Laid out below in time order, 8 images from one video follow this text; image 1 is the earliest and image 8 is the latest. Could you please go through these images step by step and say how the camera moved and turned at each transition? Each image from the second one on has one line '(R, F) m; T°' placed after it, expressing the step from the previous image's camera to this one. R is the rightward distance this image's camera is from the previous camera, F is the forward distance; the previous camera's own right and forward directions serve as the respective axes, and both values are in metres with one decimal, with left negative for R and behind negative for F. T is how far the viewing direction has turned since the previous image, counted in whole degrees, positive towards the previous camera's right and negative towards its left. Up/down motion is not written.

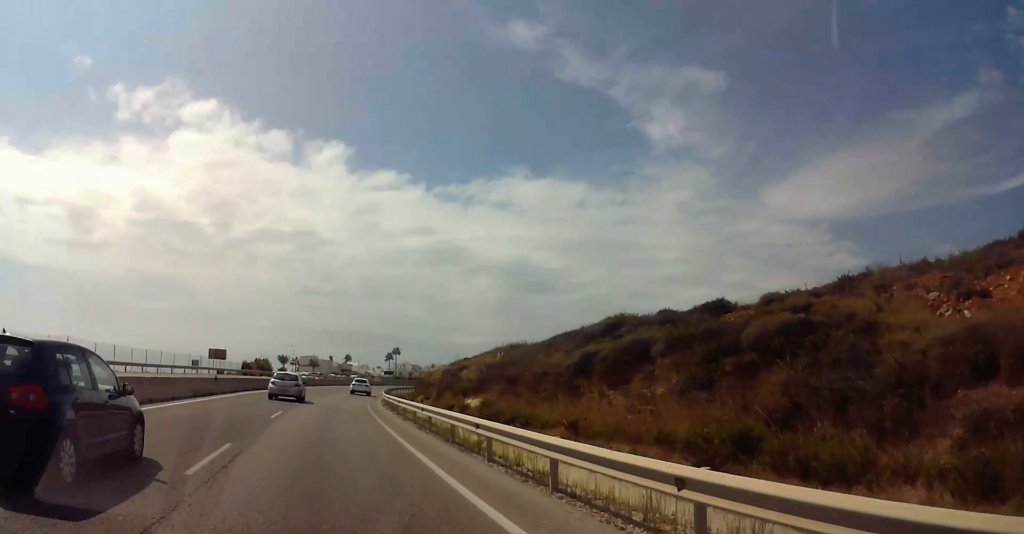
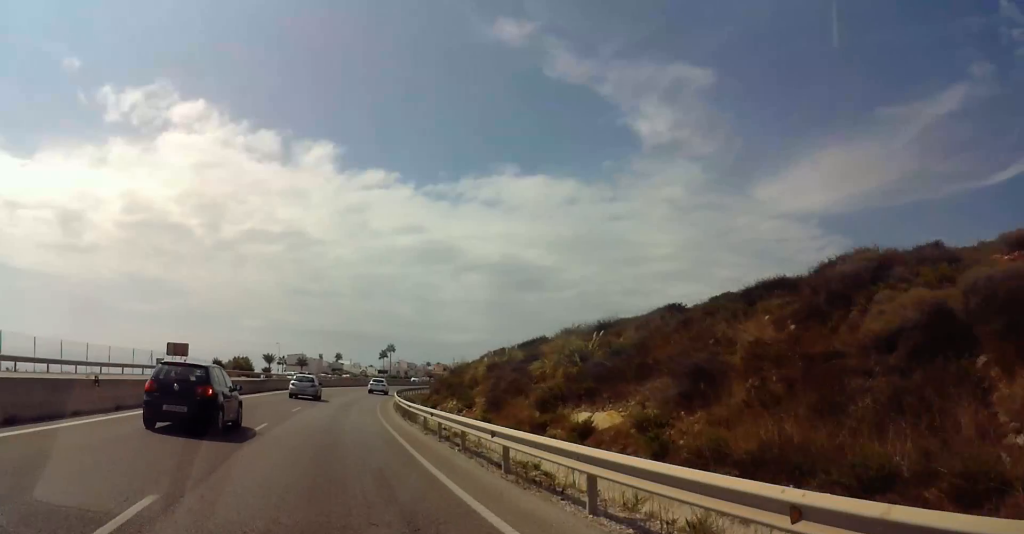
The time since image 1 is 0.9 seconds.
(0.0, +18.0) m; 0°
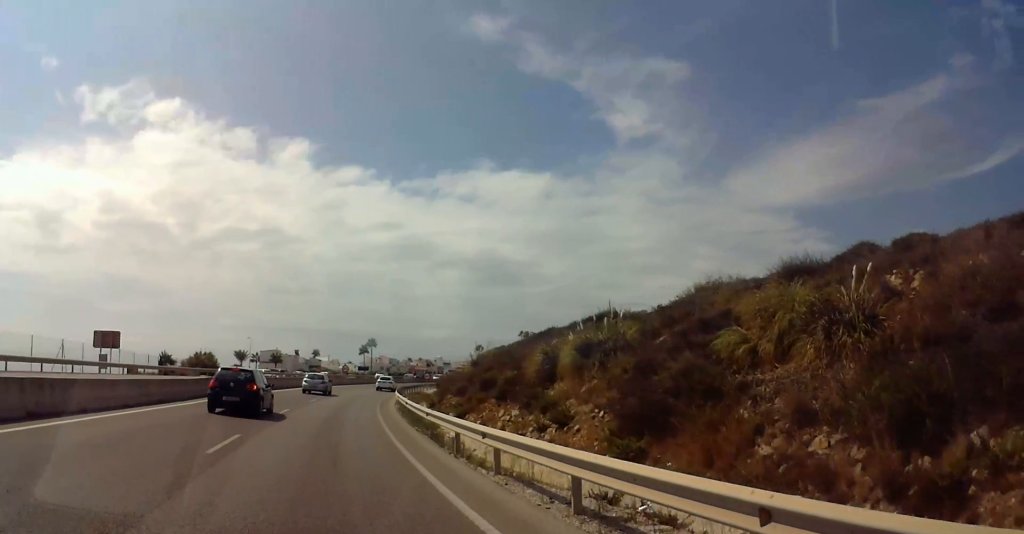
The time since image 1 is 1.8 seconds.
(0.0, +16.8) m; 0°
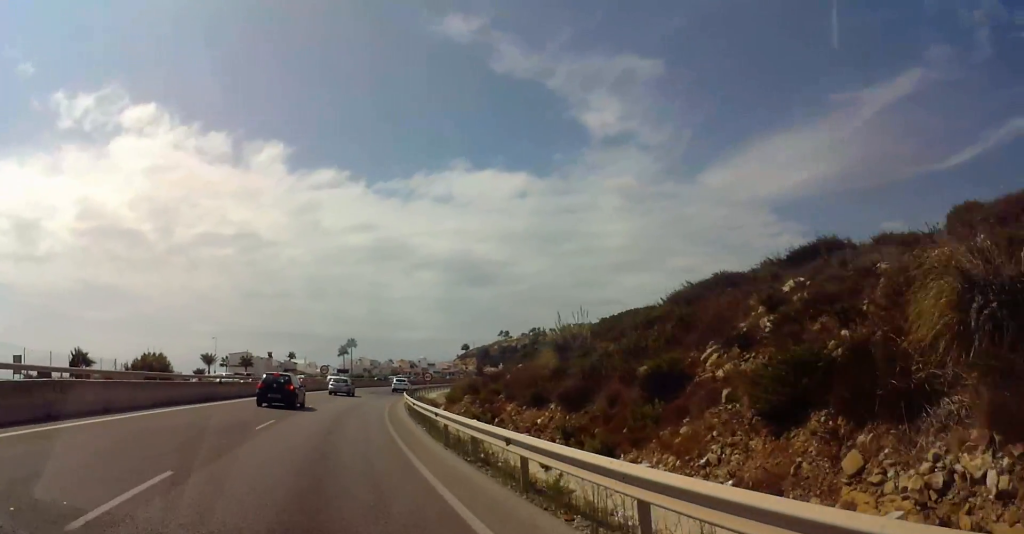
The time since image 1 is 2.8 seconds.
(0.0, +18.6) m; +5°
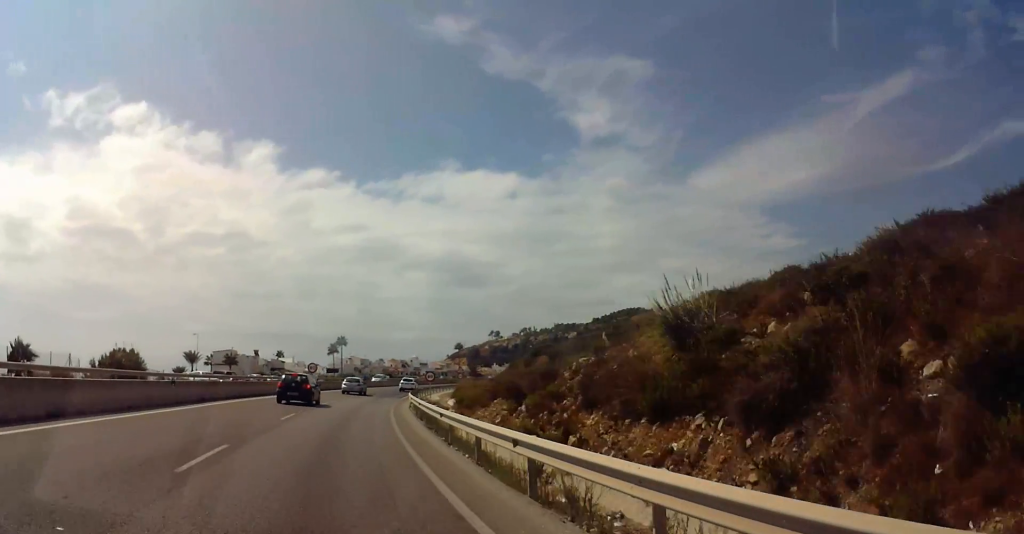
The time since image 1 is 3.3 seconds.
(0.0, +8.7) m; +3°
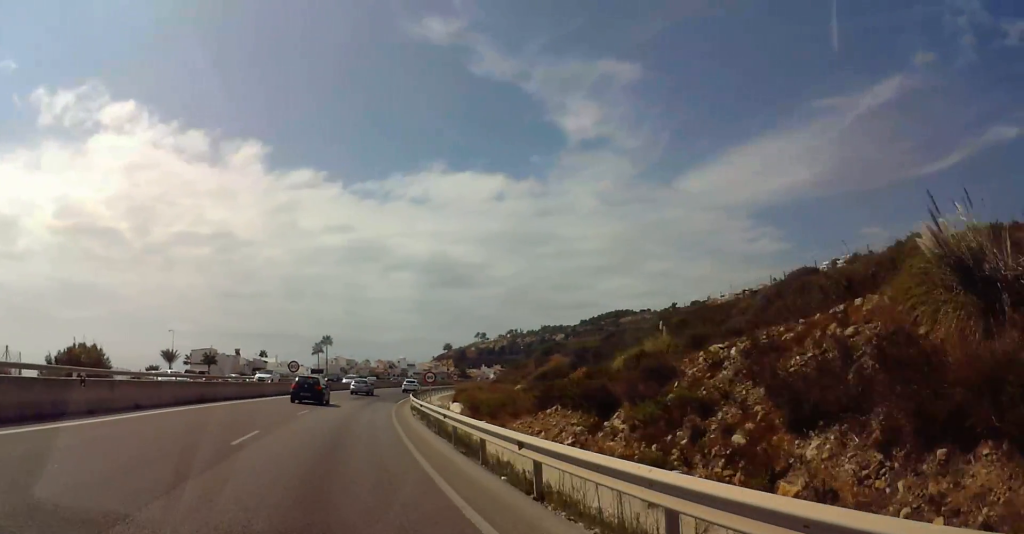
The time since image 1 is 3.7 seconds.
(+0.8, +7.8) m; +3°
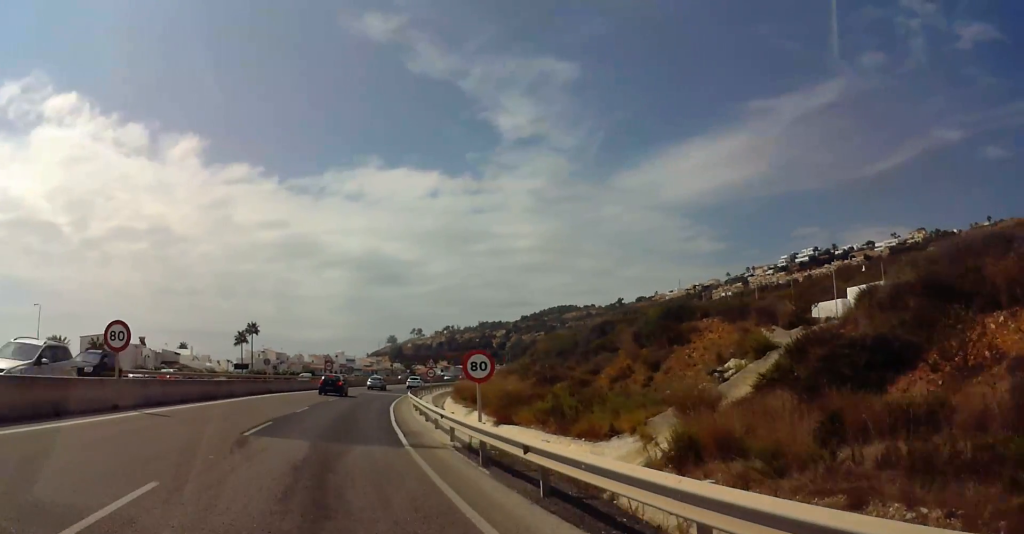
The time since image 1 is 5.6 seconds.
(+1.5, +33.0) m; +2°
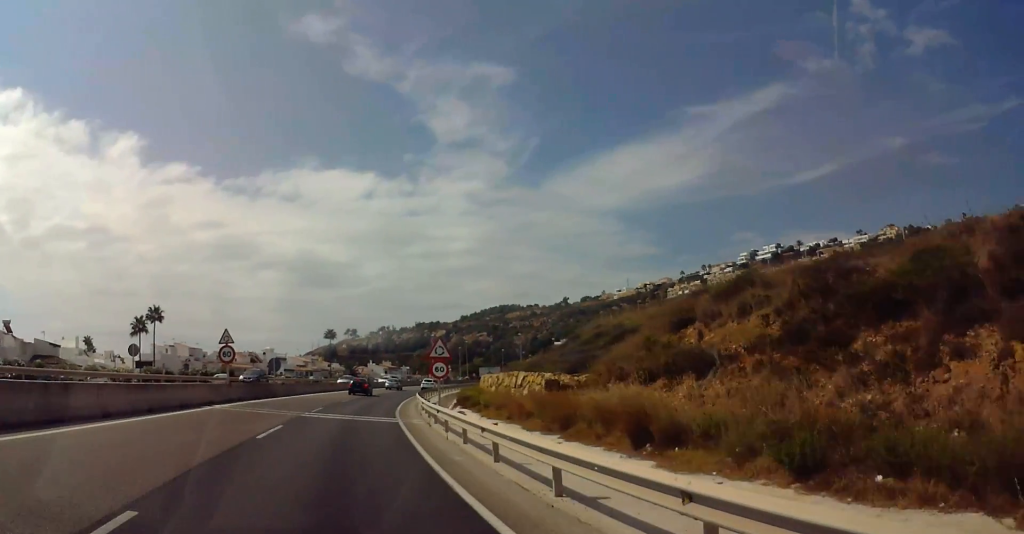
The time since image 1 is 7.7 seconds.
(+1.5, +35.6) m; +8°
